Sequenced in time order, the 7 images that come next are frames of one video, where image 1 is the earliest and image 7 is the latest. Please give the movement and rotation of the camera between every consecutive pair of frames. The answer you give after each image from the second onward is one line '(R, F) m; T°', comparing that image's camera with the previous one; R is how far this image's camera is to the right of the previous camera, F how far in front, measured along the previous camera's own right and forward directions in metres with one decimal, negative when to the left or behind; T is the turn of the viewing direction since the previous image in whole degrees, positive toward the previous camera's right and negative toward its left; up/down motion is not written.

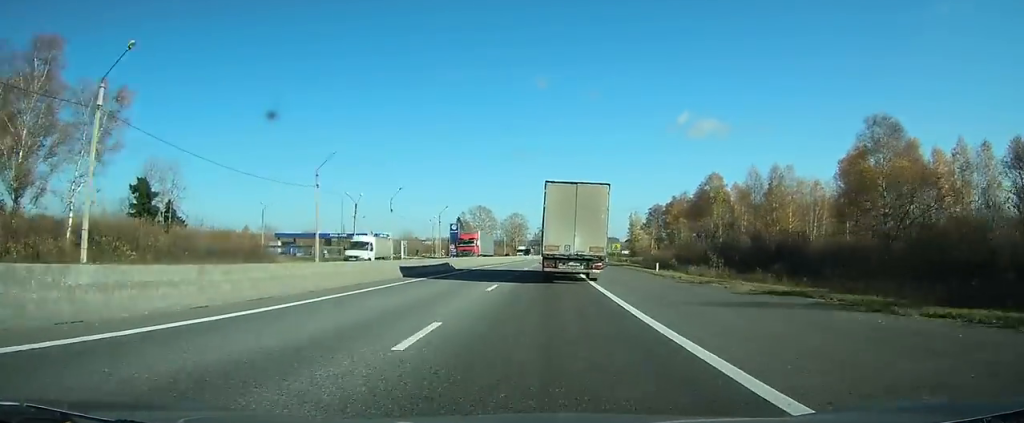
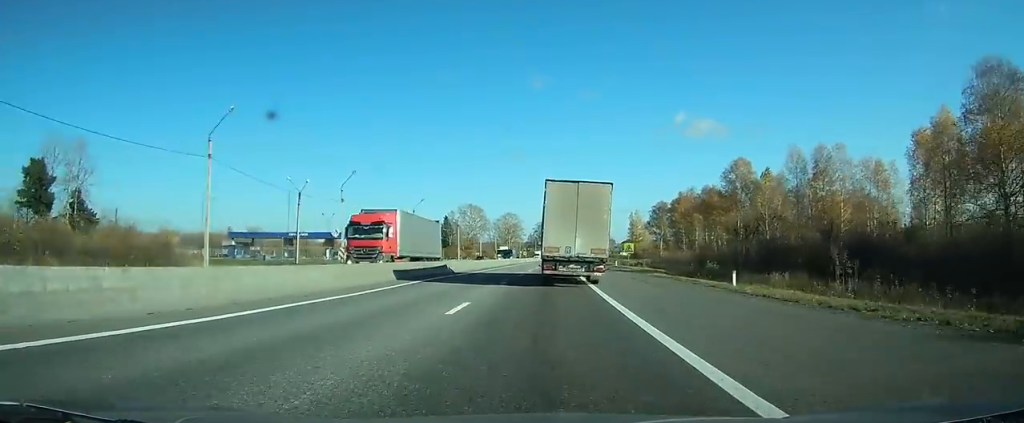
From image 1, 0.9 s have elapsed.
(+0.2, +17.6) m; 0°
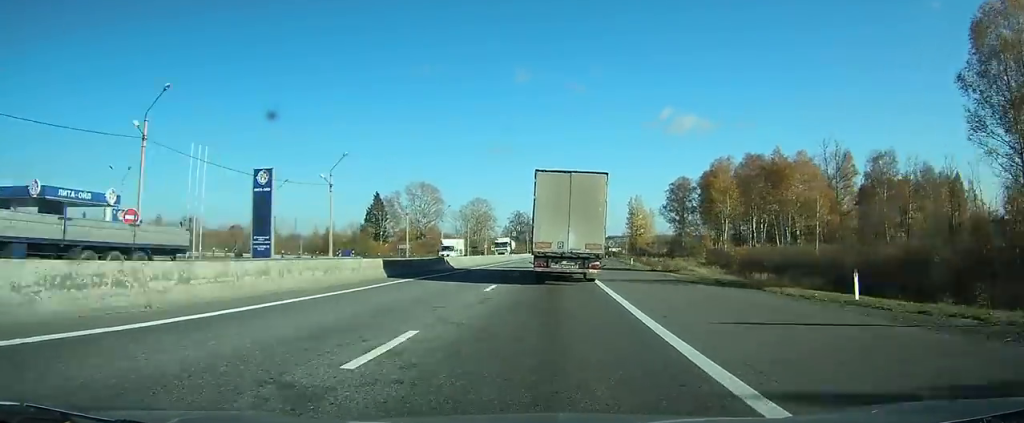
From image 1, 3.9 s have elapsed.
(+0.8, +60.5) m; +2°
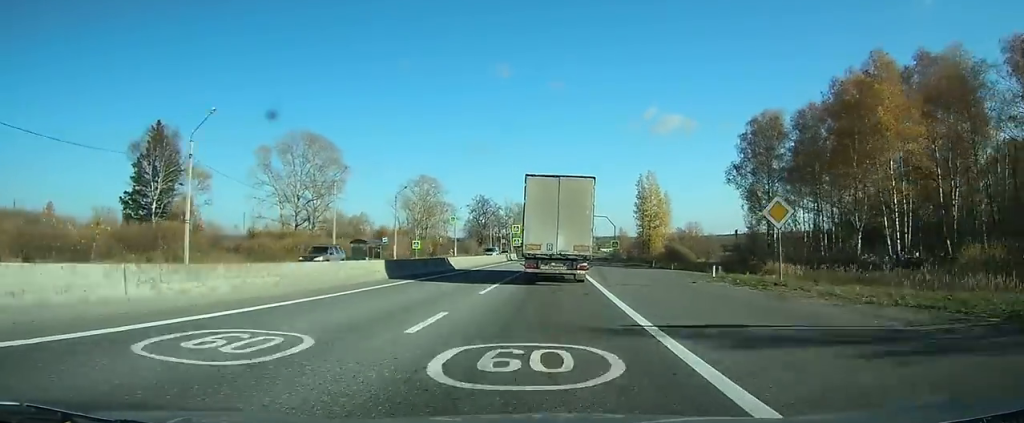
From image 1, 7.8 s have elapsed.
(+2.5, +85.2) m; +3°
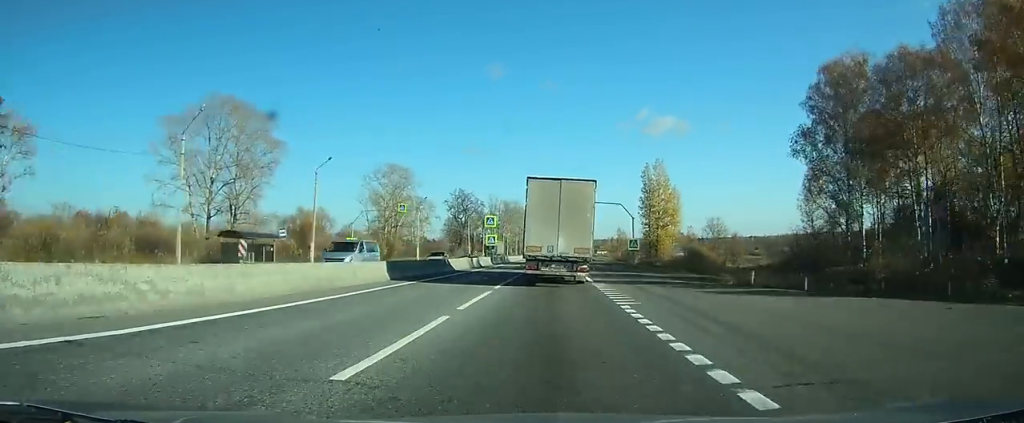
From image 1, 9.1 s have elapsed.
(+0.2, +29.7) m; +1°
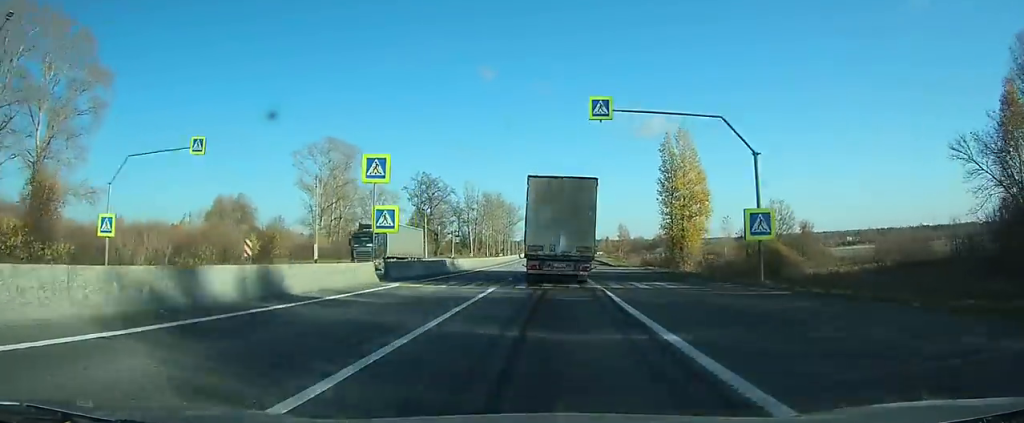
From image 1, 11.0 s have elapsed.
(+0.4, +40.1) m; +1°
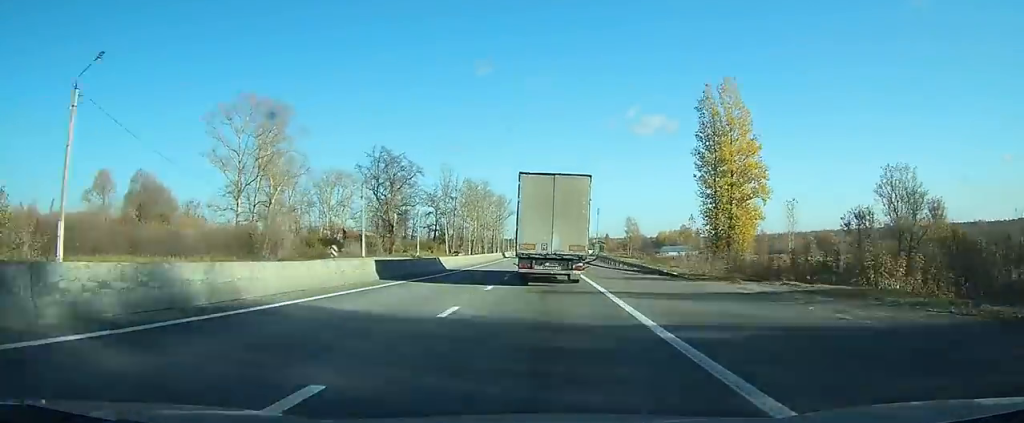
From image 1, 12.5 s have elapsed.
(+0.2, +32.2) m; 0°
